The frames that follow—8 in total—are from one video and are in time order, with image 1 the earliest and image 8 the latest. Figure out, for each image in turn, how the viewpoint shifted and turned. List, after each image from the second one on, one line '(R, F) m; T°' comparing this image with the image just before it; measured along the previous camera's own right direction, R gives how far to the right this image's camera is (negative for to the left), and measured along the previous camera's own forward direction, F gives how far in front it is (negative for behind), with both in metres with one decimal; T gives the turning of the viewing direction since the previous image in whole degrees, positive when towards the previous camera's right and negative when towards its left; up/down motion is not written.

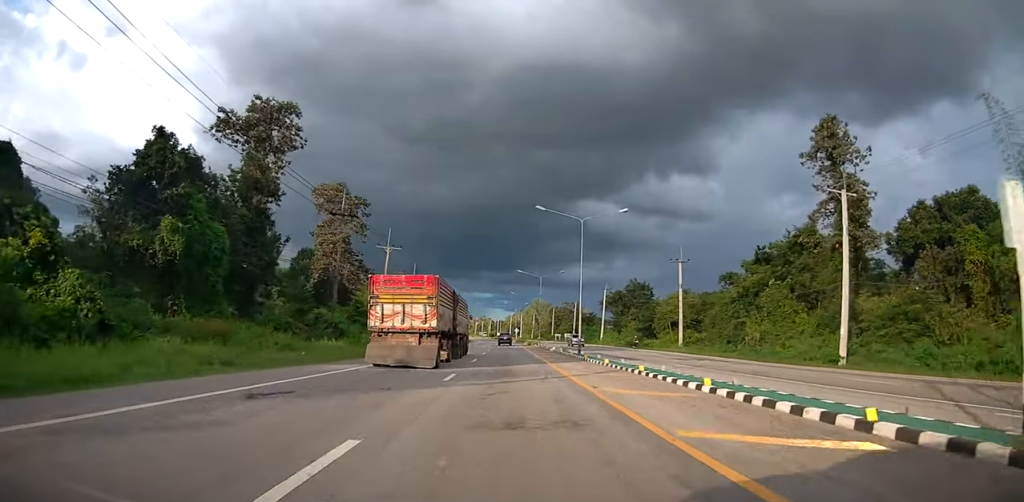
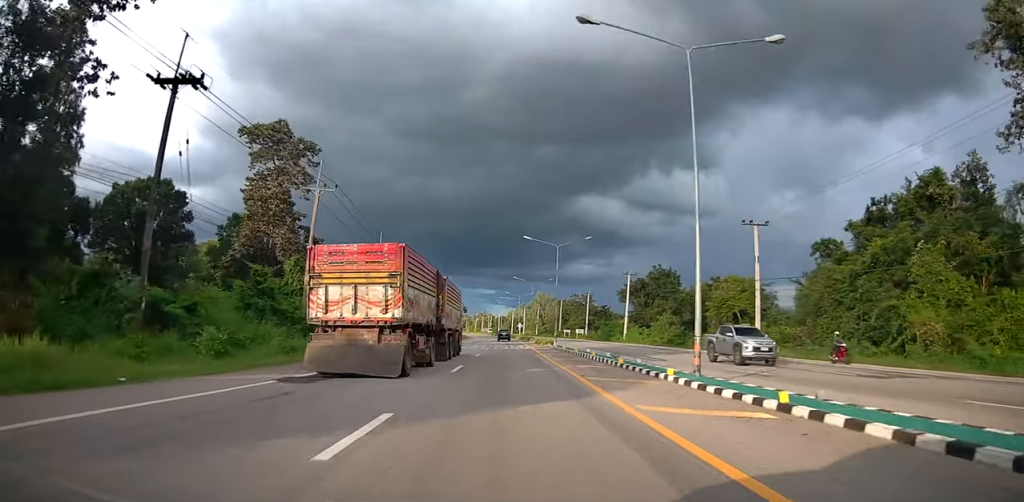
(-0.3, +22.3) m; +1°
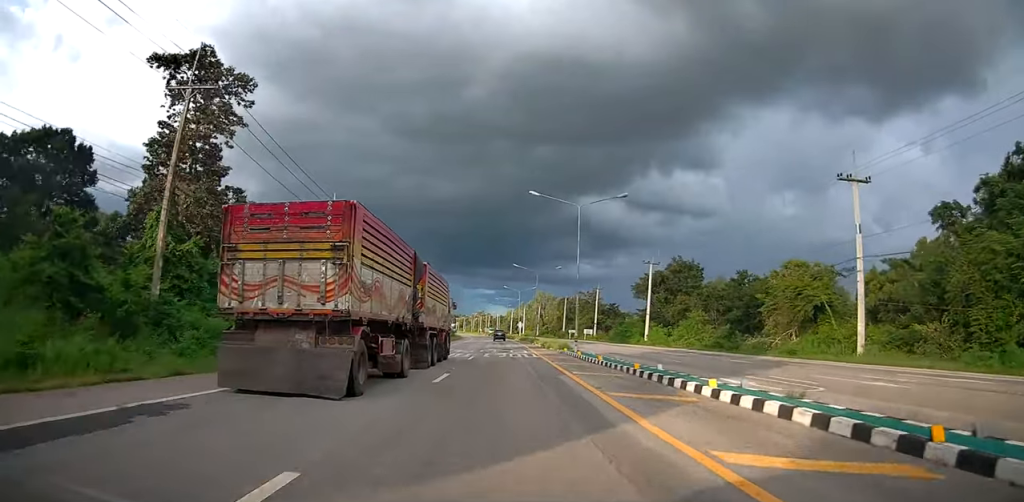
(+0.5, +15.9) m; 0°
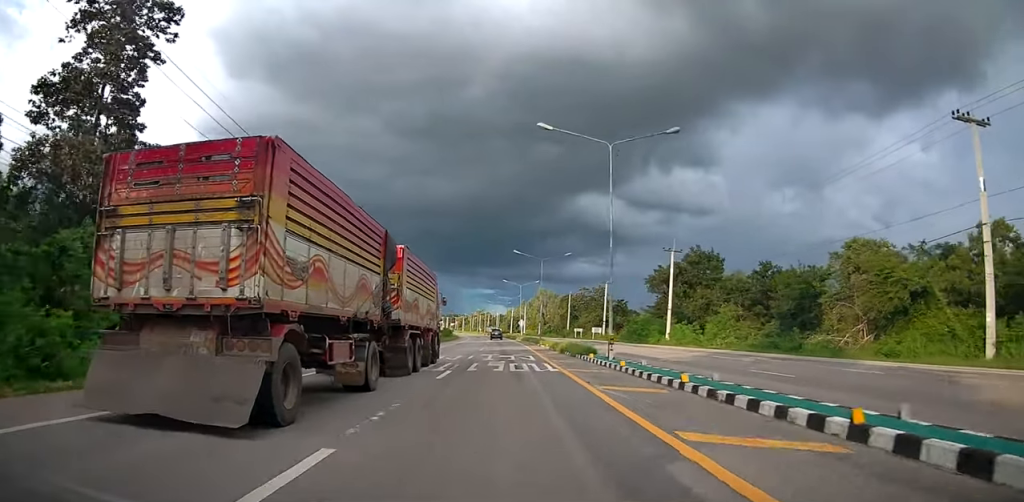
(+0.2, +11.0) m; 0°
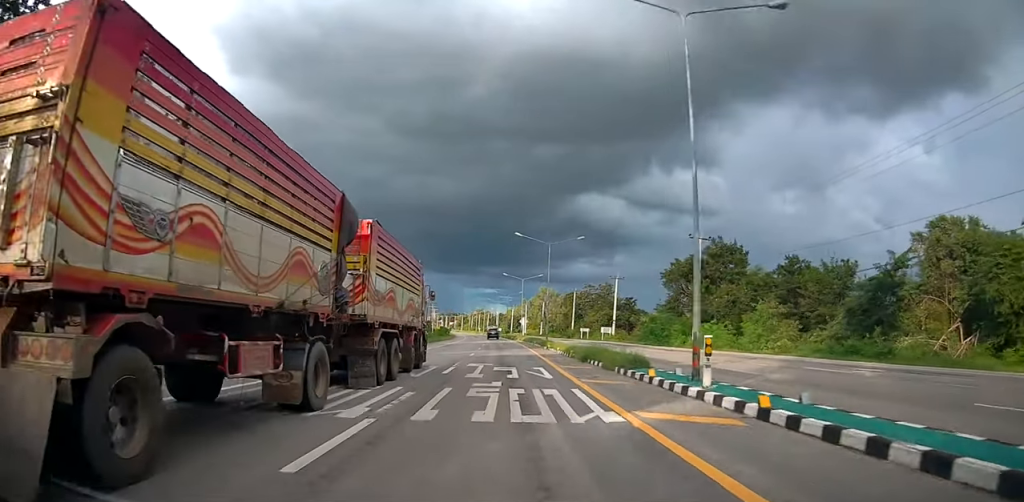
(-0.4, +10.1) m; 0°
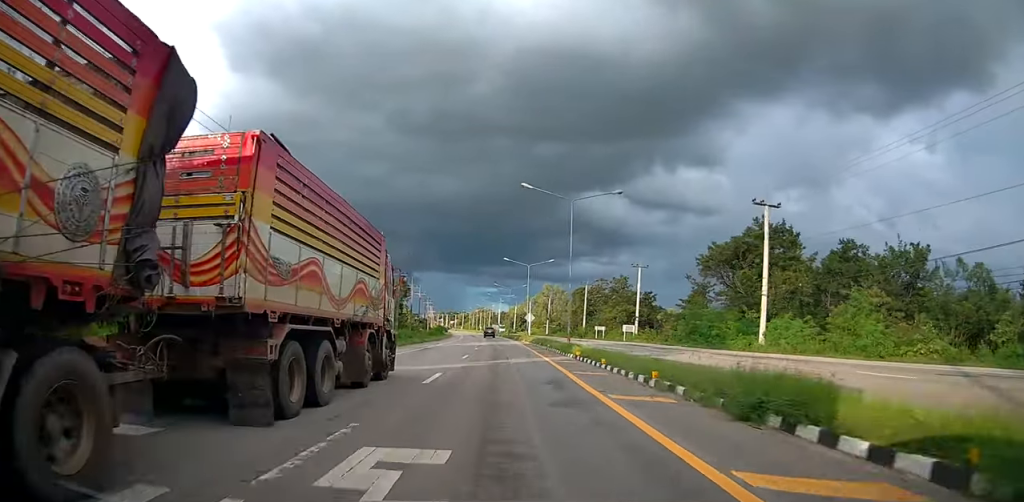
(0.0, +16.1) m; 0°
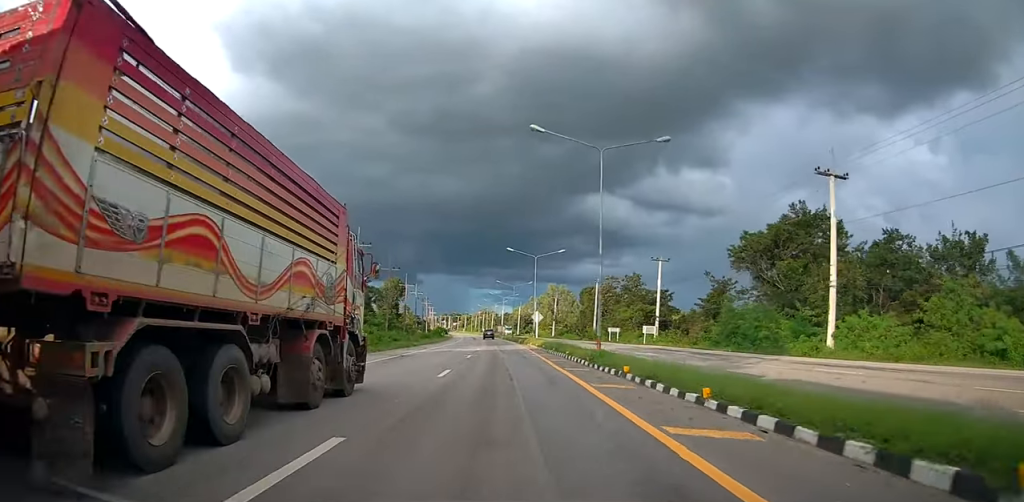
(+0.2, +9.7) m; +1°
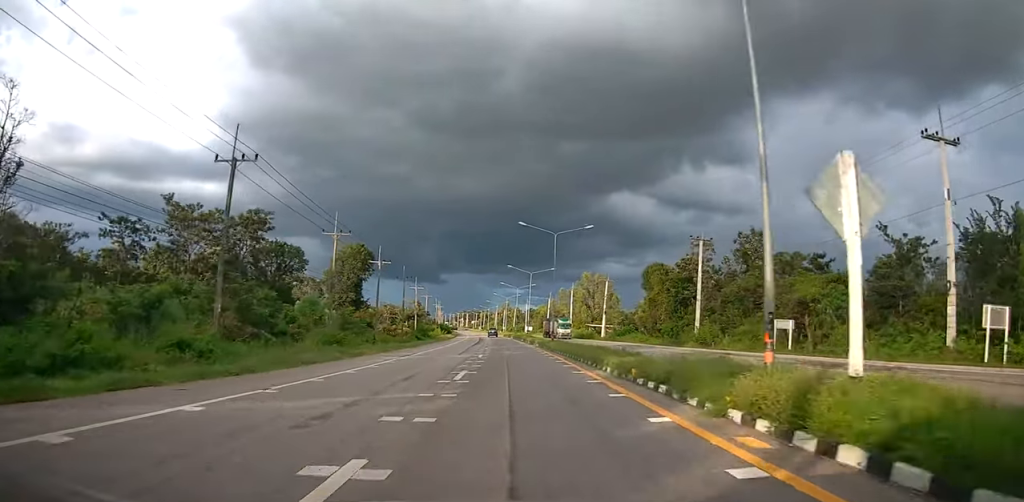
(-2.5, +49.7) m; -5°
